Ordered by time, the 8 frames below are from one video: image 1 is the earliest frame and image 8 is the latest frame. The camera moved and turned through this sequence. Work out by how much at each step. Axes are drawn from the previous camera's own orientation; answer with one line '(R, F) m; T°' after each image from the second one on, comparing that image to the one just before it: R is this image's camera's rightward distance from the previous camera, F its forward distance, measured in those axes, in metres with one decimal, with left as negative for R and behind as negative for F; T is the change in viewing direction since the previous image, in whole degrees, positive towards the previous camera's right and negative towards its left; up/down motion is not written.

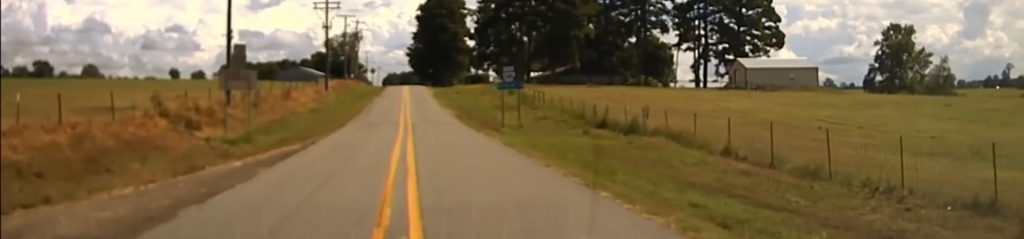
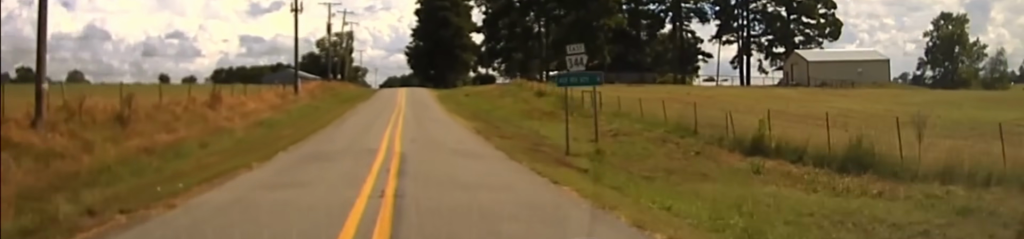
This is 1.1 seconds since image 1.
(0.0, +22.1) m; -1°
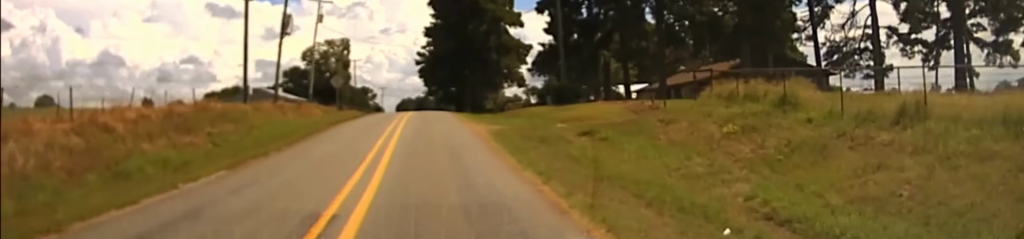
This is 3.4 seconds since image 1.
(-1.9, +57.3) m; -2°
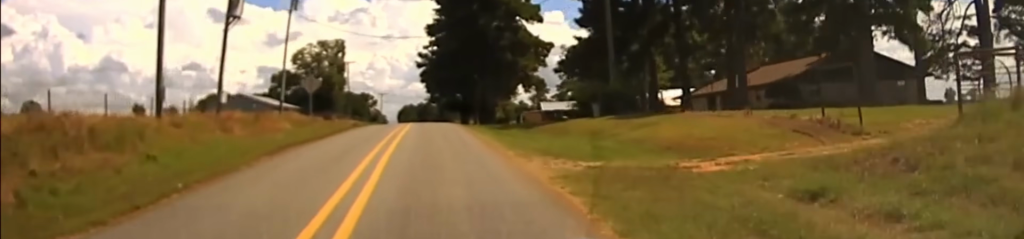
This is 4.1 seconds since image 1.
(0.0, +17.1) m; 0°
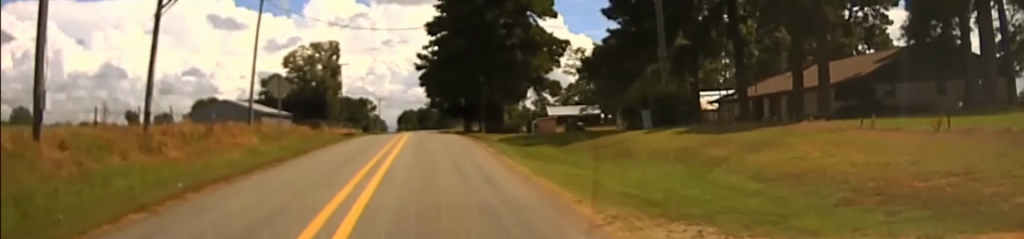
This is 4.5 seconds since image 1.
(+0.1, +11.1) m; 0°
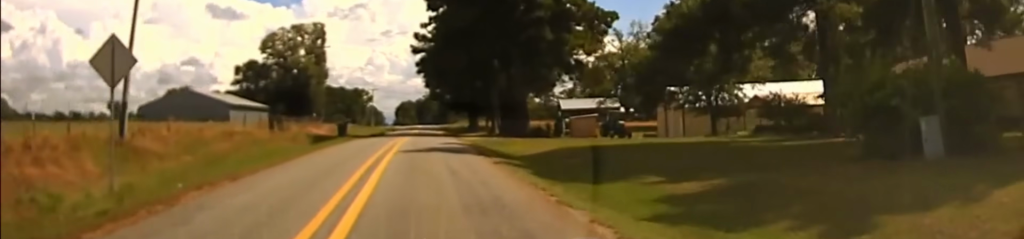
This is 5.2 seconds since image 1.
(0.0, +22.1) m; 0°
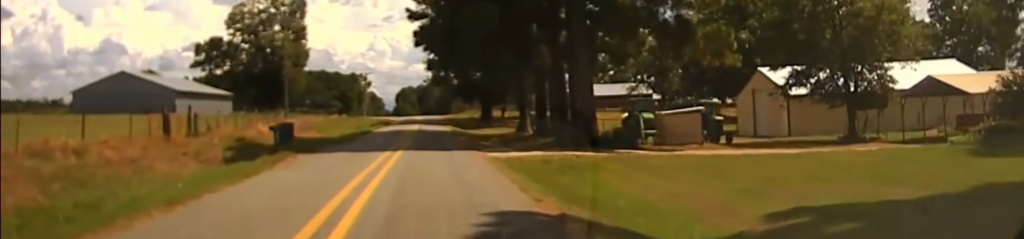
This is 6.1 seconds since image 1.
(0.0, +26.1) m; 0°
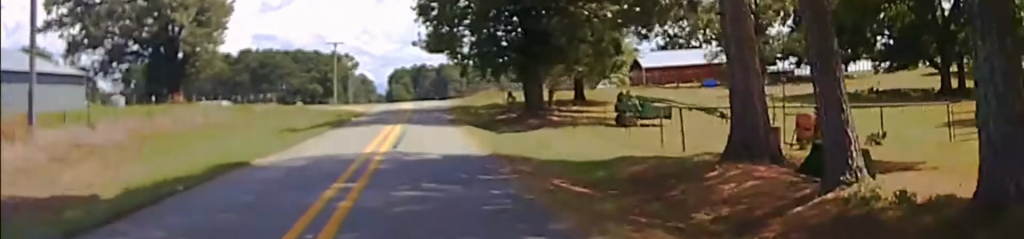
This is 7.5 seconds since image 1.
(-0.1, +45.4) m; 0°
